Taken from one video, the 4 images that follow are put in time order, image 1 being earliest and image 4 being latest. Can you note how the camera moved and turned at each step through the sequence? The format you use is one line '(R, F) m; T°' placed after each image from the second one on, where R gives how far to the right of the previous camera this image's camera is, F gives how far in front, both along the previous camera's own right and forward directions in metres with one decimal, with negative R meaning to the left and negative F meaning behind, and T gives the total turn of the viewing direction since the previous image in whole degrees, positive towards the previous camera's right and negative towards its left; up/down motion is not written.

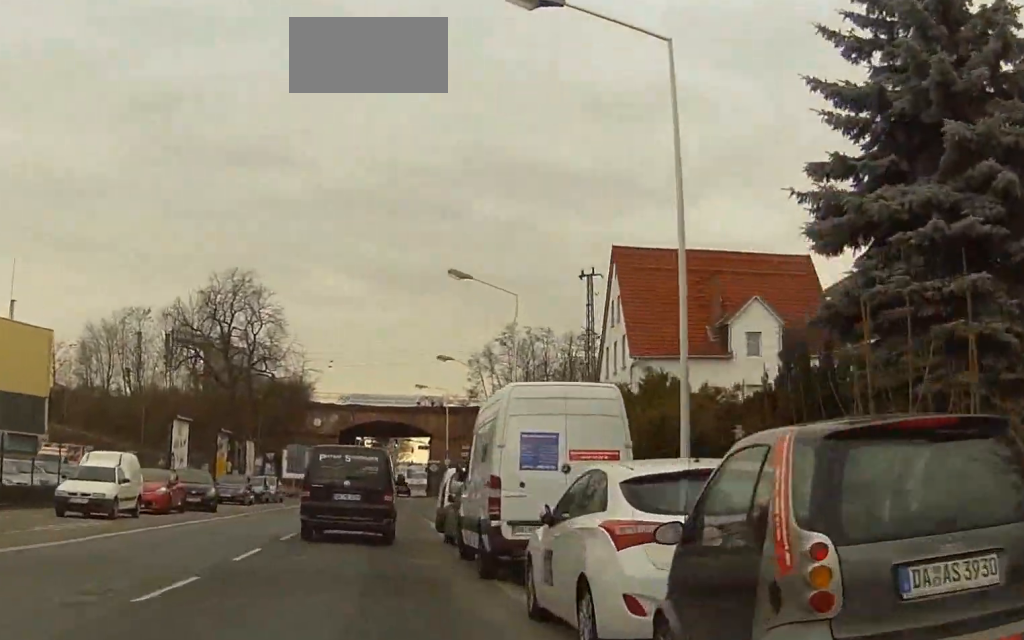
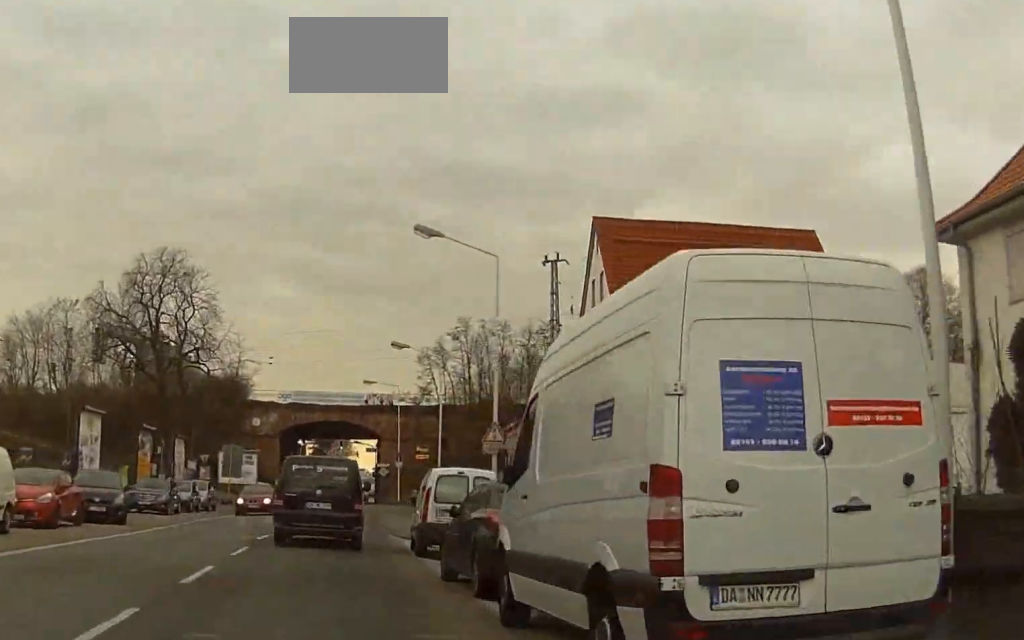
(+0.3, +8.5) m; +2°
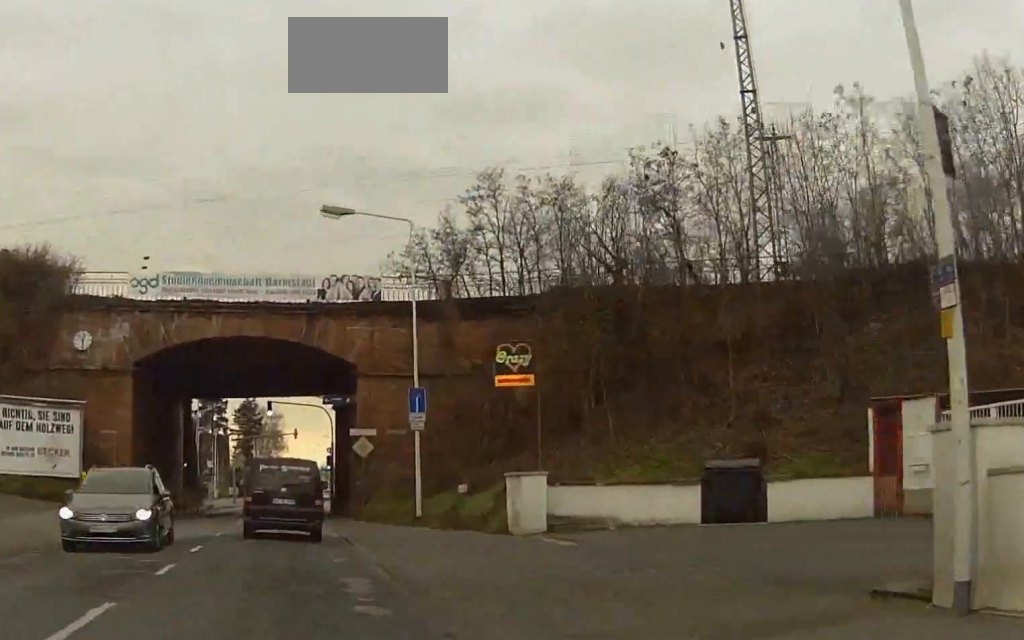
(+3.3, +50.6) m; +3°
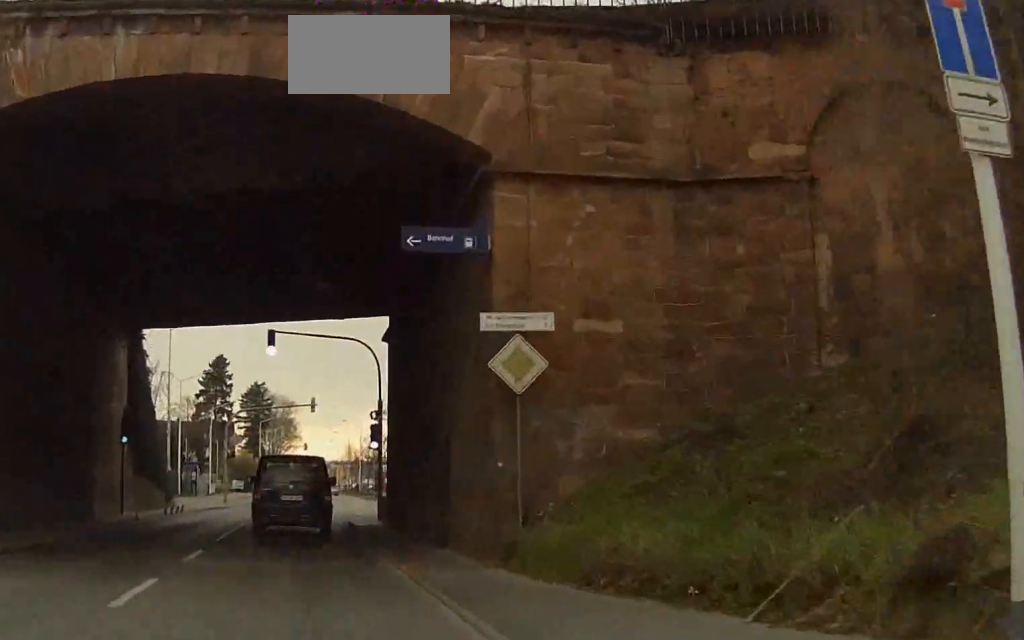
(-0.7, +26.7) m; 0°
